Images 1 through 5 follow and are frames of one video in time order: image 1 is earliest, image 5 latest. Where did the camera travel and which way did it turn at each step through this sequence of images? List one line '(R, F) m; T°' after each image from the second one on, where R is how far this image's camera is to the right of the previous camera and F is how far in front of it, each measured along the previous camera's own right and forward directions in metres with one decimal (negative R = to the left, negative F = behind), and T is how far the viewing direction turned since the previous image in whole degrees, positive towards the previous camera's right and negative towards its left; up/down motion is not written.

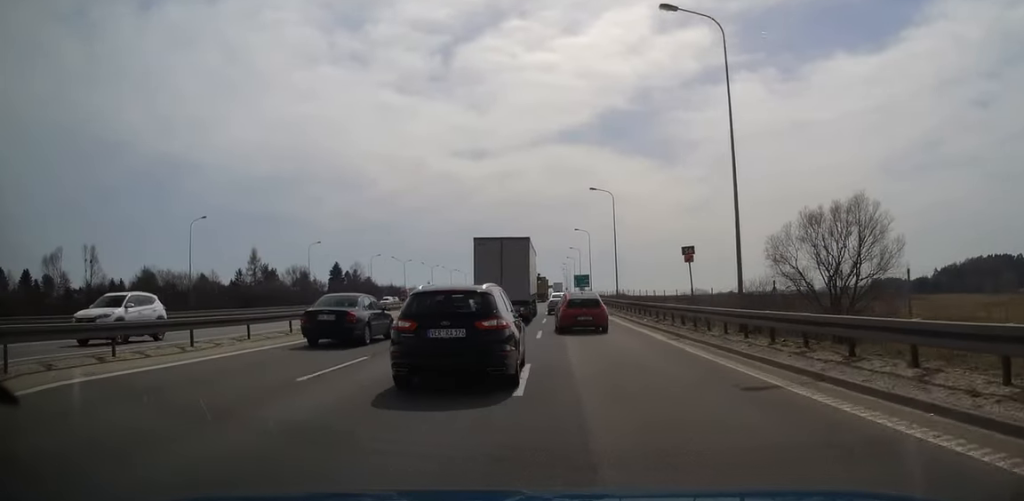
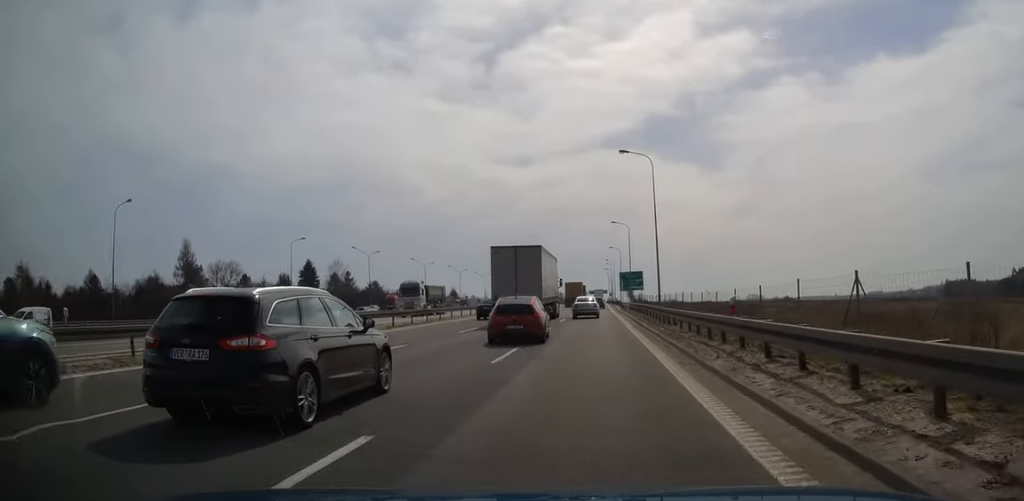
(-1.5, +54.6) m; -3°
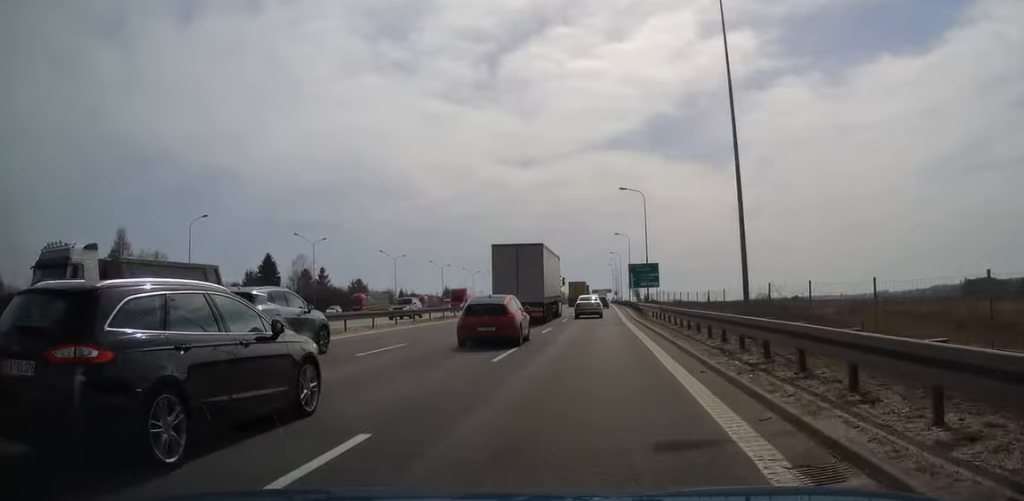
(-0.1, +23.8) m; 0°
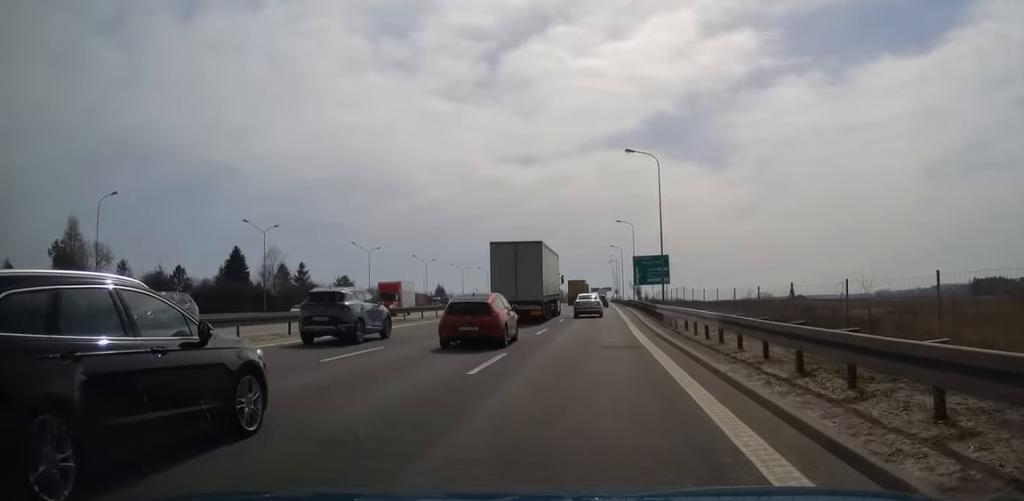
(0.0, +13.9) m; 0°
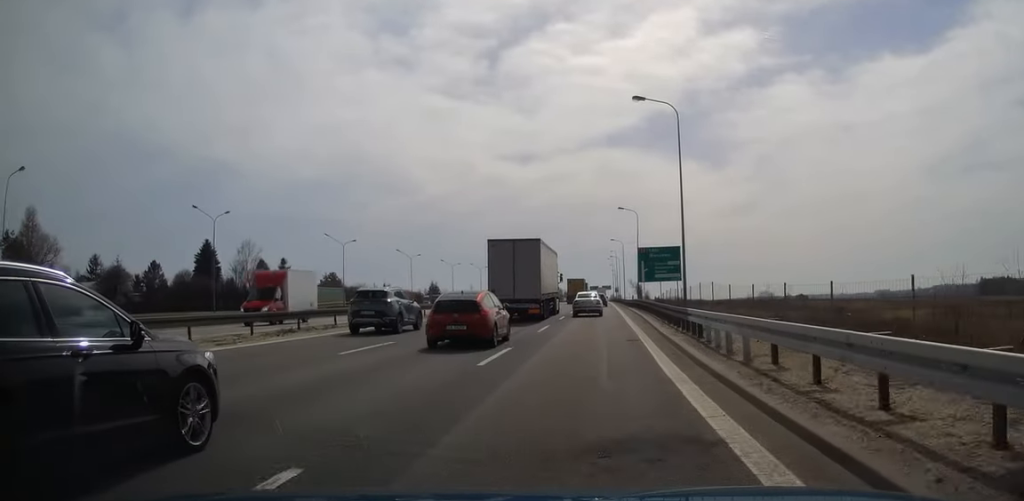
(0.0, +10.8) m; 0°
